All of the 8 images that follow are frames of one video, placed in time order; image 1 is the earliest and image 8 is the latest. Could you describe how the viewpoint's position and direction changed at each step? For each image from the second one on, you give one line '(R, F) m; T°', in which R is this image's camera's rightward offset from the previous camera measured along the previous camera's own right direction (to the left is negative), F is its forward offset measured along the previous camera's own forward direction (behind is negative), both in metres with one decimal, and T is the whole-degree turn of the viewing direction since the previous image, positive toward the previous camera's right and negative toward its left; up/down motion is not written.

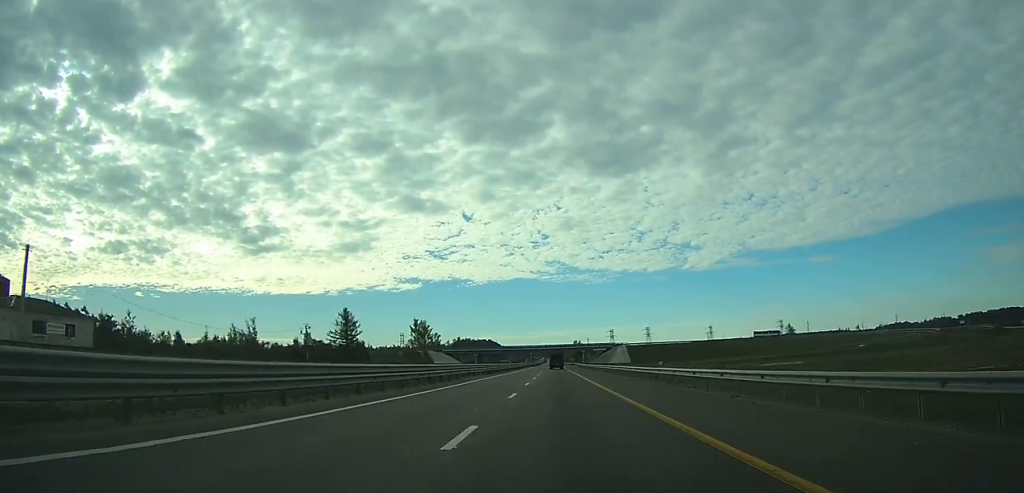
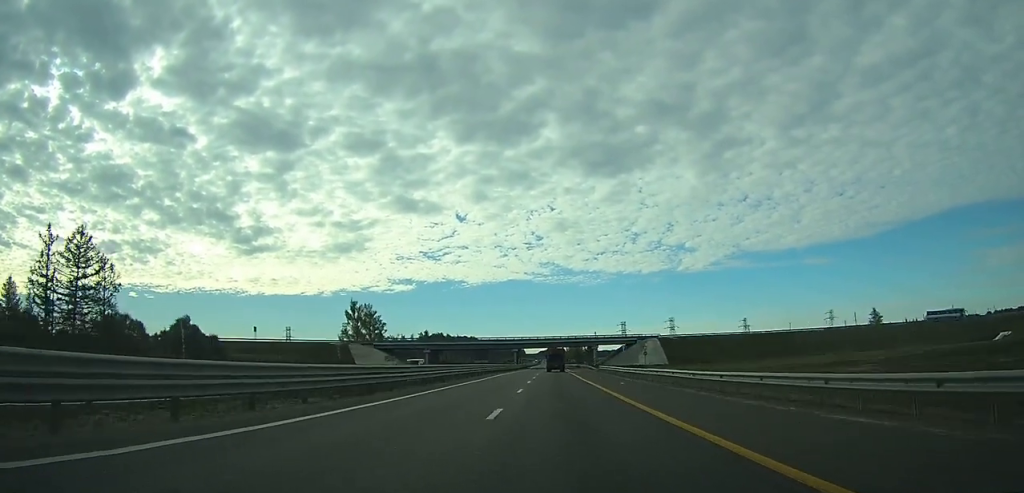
(+0.2, +79.6) m; 0°
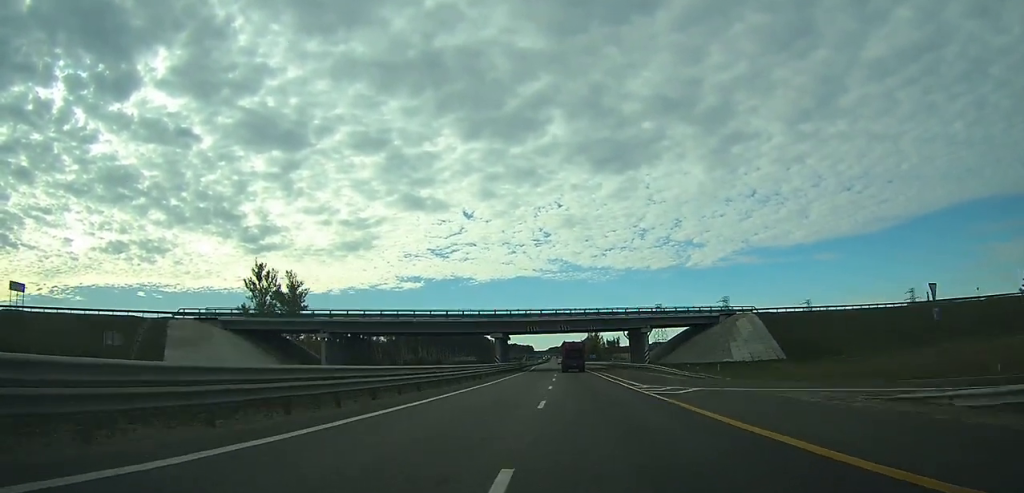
(-0.2, +66.9) m; -1°
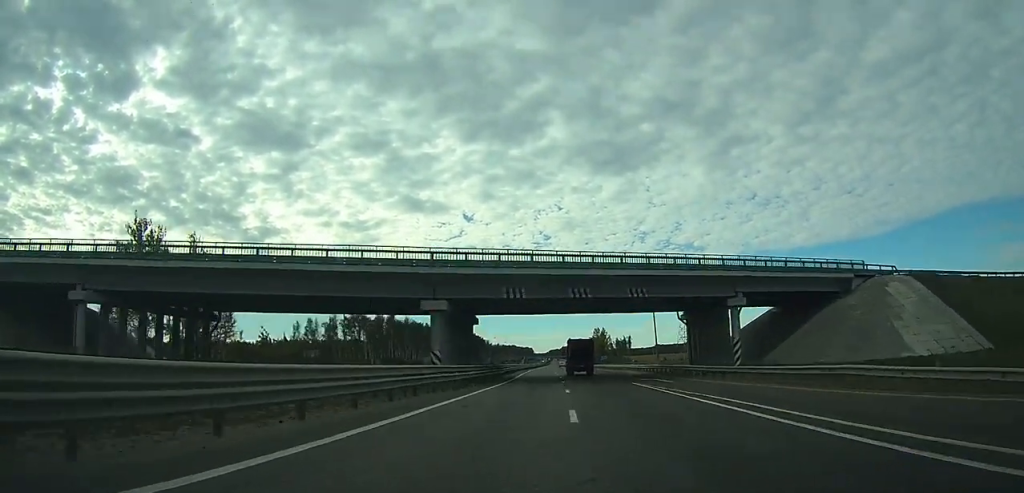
(-0.2, +39.4) m; 0°
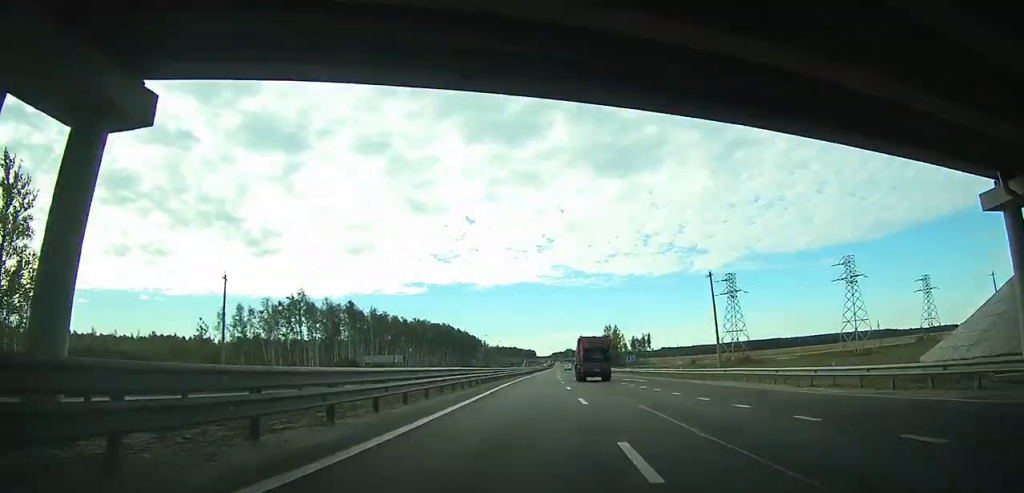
(-0.1, +44.2) m; 0°
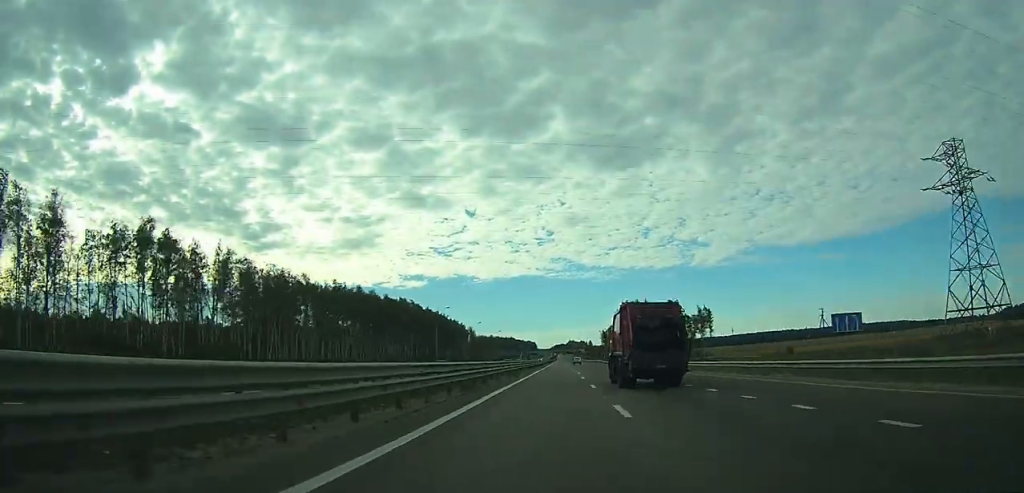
(-0.1, +81.6) m; 0°
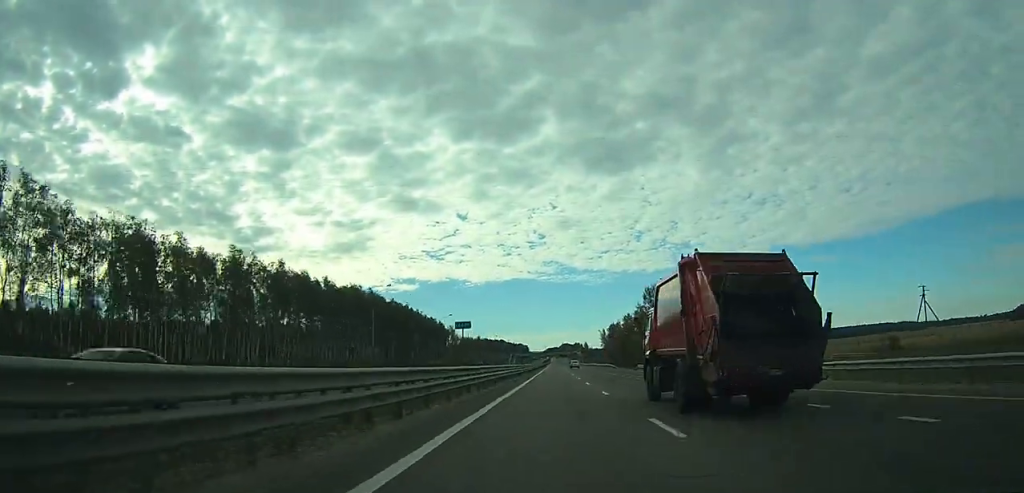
(-0.1, +40.6) m; 0°
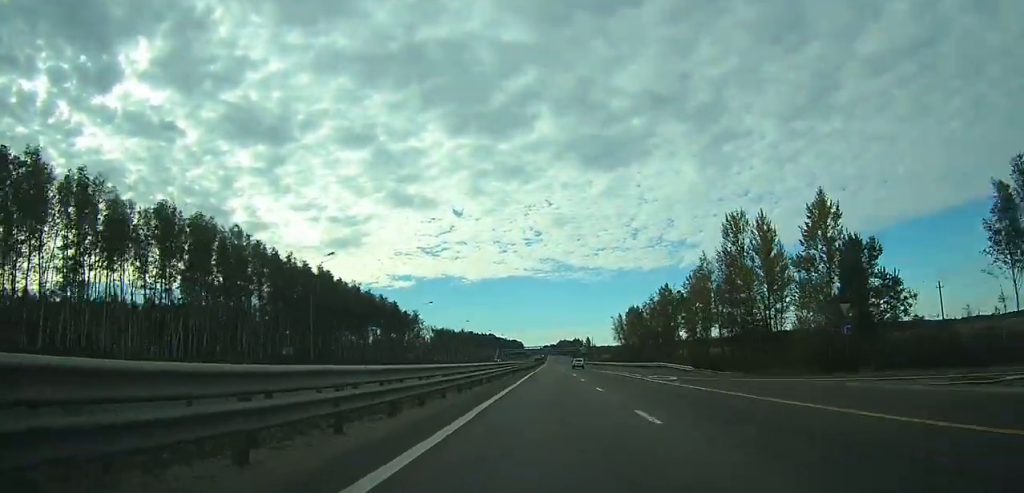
(+0.4, +70.8) m; 0°
